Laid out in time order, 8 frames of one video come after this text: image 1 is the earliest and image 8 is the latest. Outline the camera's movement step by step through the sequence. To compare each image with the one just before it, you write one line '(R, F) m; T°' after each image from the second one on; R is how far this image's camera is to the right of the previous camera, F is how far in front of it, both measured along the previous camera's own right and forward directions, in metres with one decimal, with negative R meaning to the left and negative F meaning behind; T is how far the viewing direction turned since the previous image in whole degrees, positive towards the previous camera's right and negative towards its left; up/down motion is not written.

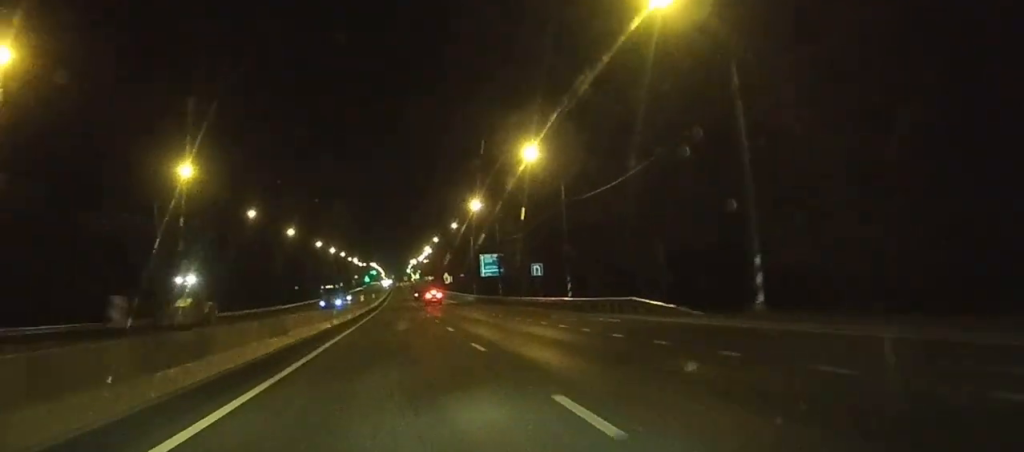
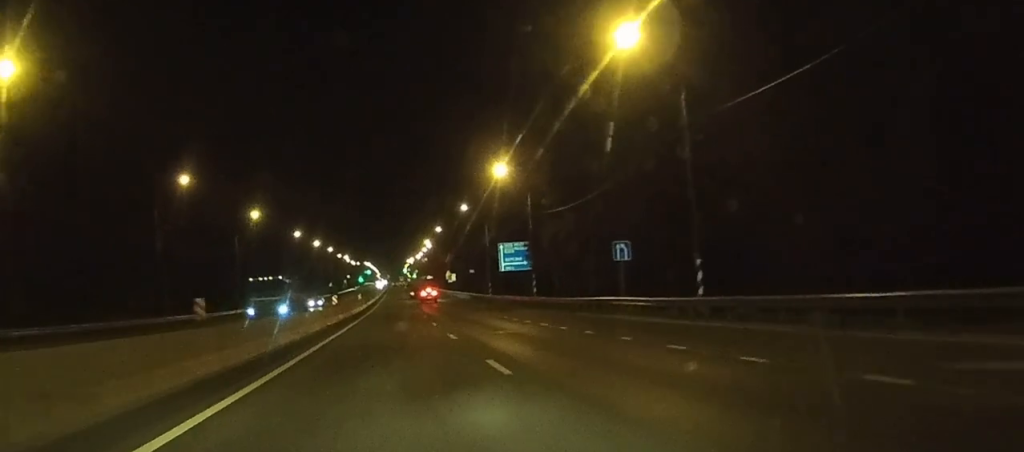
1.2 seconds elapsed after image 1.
(0.0, +29.2) m; 0°
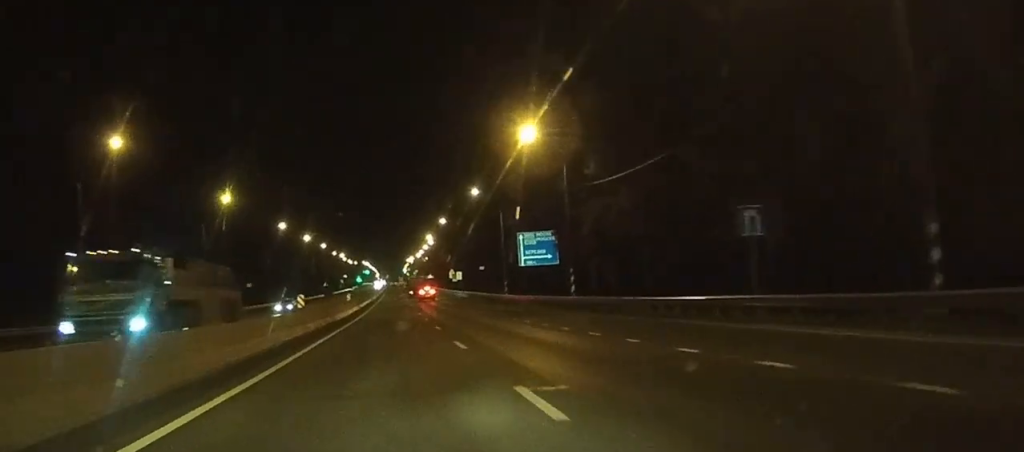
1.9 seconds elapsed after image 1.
(+0.1, +17.0) m; 0°
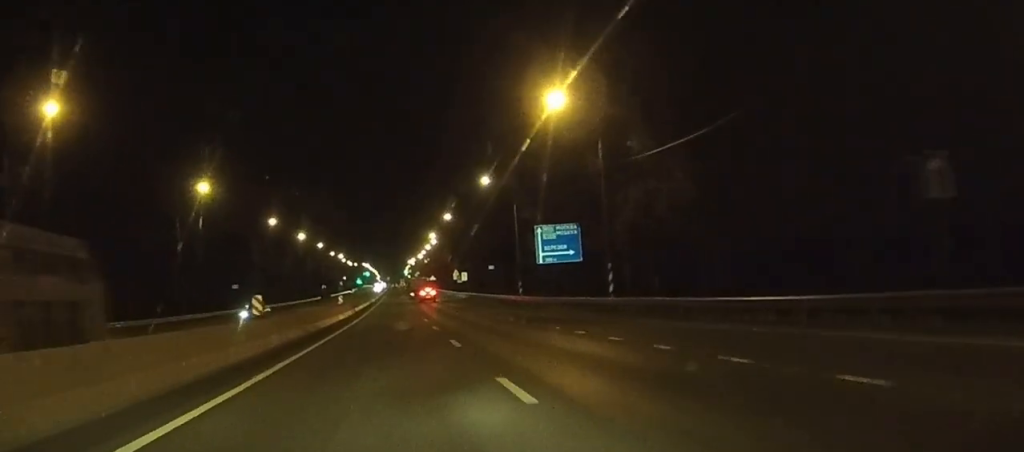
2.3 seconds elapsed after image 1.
(0.0, +10.5) m; 0°
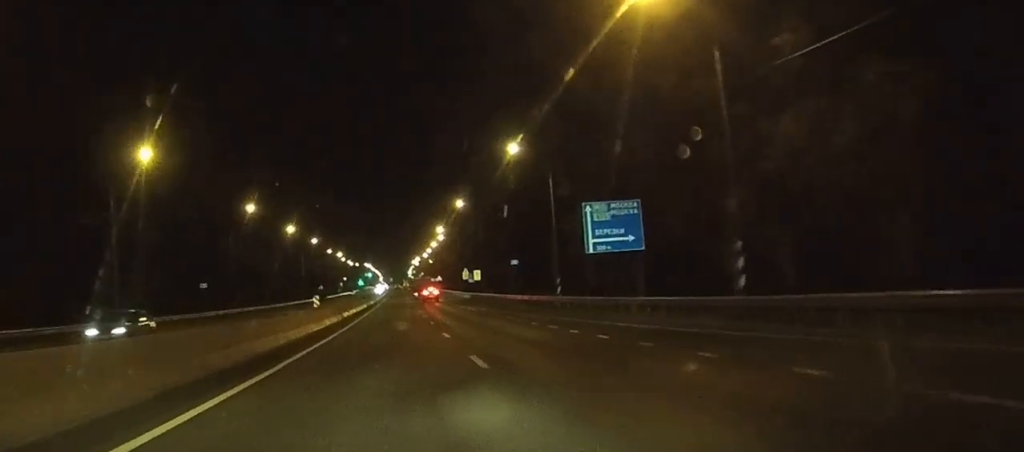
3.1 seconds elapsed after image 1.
(0.0, +18.6) m; 0°
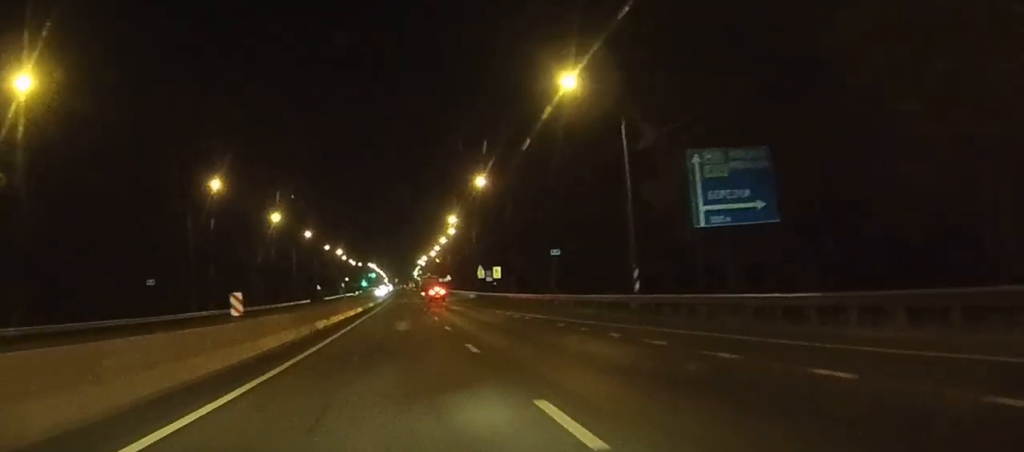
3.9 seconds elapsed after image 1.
(0.0, +20.2) m; 0°
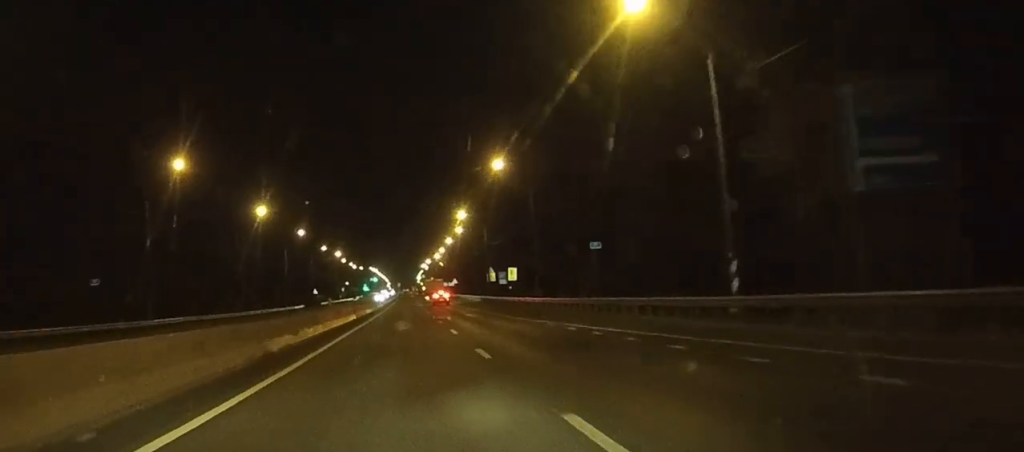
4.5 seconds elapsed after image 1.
(0.0, +13.0) m; 0°
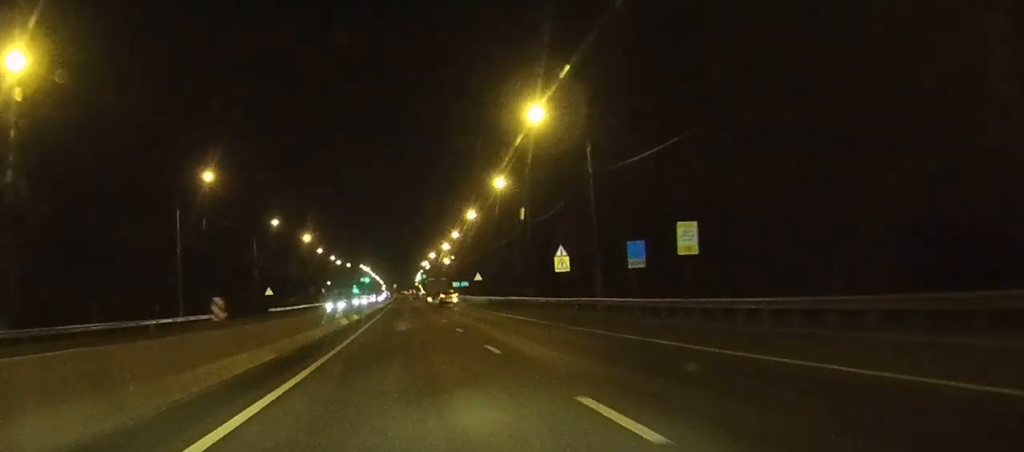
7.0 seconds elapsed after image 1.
(-0.2, +60.8) m; 0°
